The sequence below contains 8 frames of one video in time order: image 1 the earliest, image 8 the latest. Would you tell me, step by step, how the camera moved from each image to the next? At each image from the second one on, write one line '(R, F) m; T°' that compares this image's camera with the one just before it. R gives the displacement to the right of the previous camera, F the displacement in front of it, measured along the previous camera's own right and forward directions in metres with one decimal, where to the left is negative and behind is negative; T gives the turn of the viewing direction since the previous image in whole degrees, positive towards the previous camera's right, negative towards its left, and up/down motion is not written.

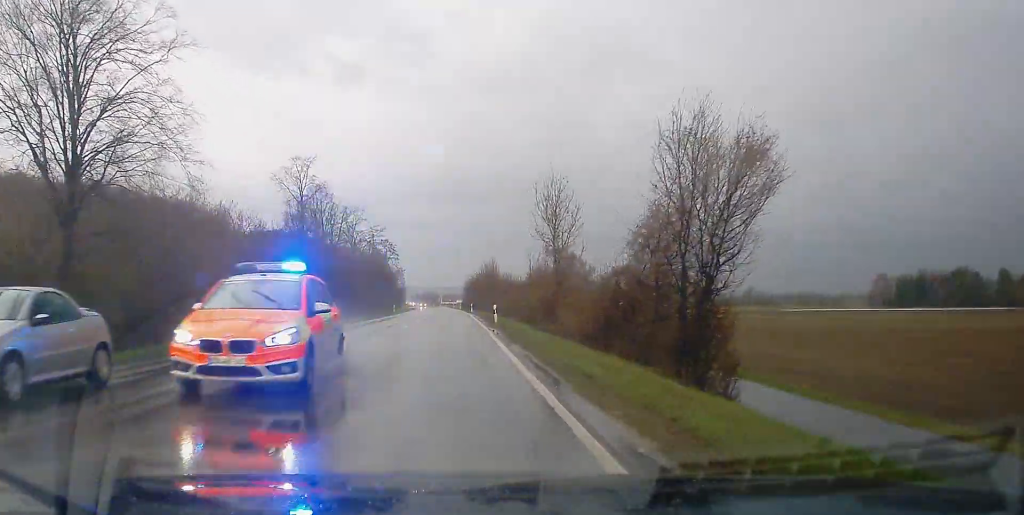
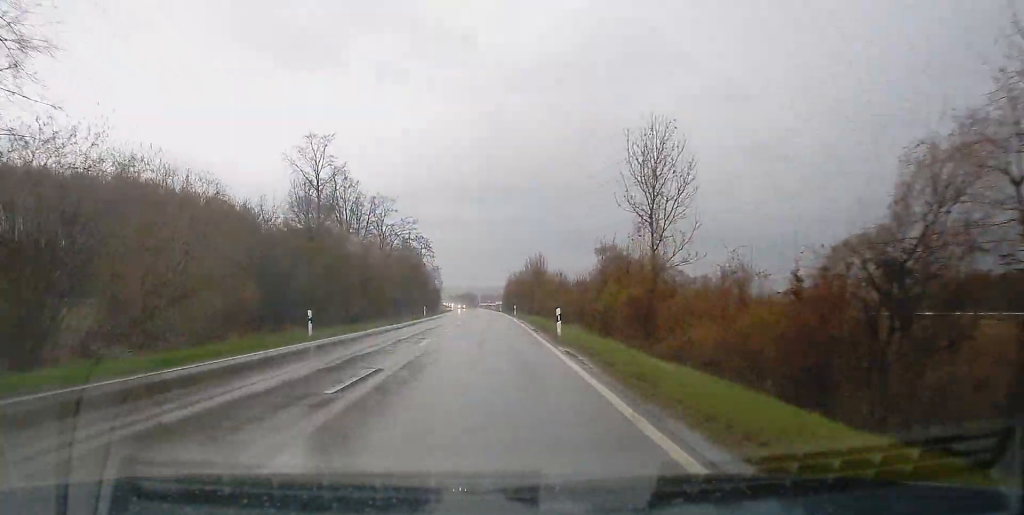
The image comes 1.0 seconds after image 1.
(-0.2, +16.1) m; 0°
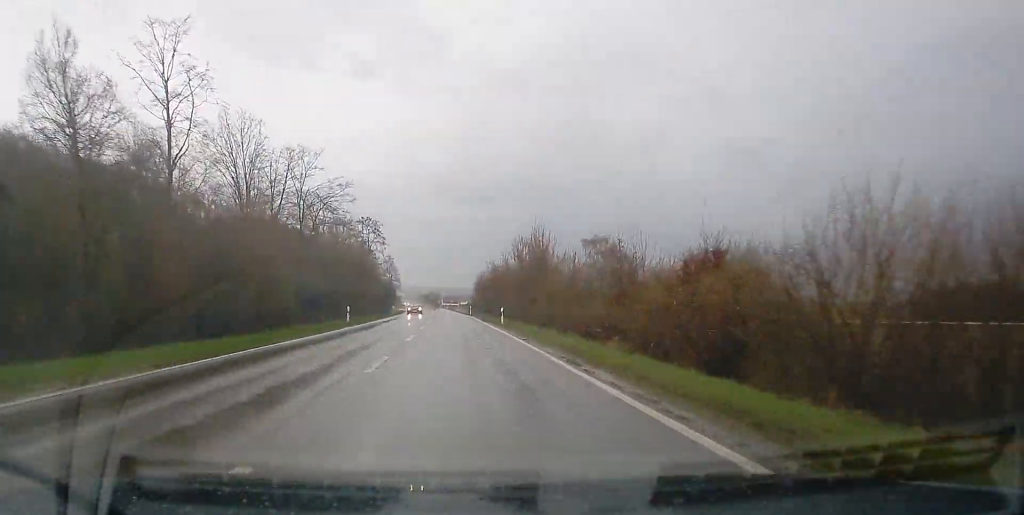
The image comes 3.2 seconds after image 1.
(0.0, +37.2) m; 0°
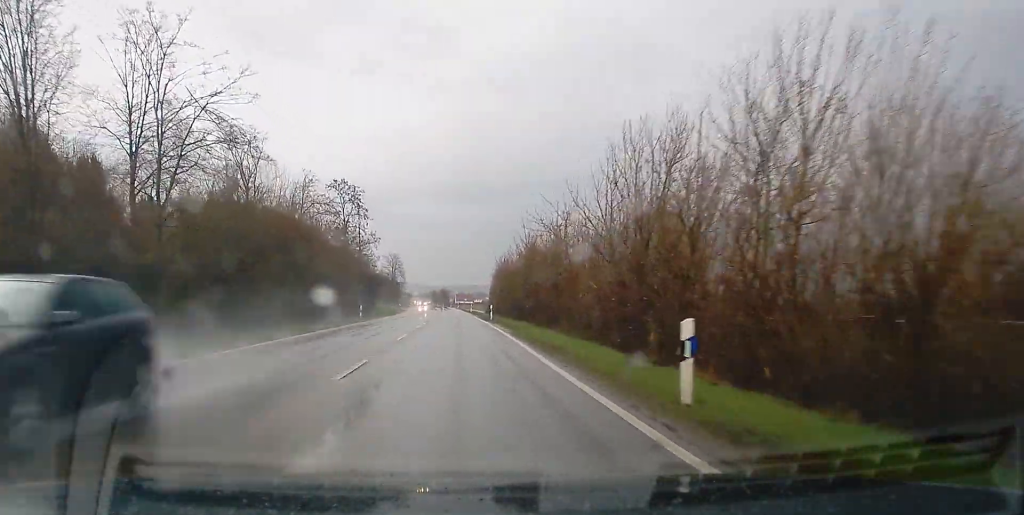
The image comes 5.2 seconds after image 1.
(+0.1, +37.4) m; 0°
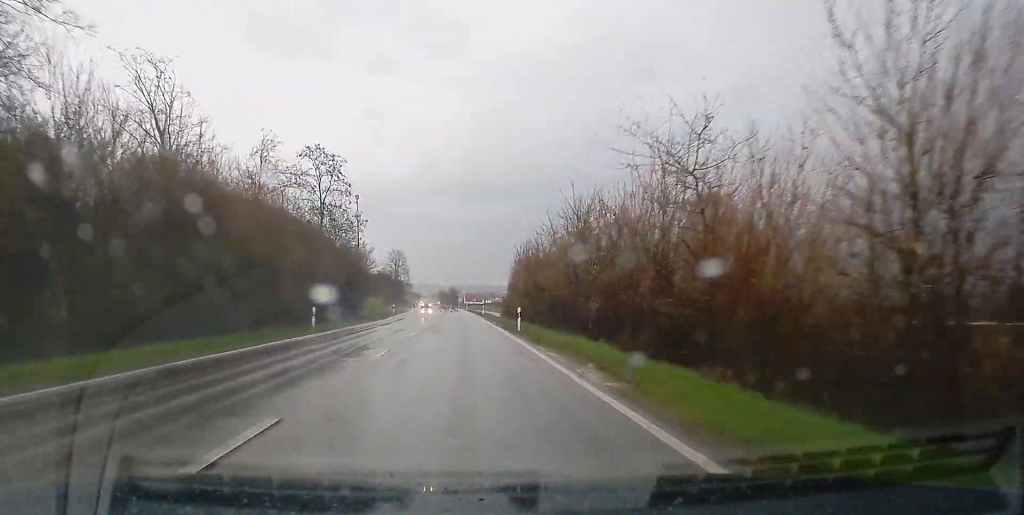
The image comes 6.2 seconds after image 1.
(0.0, +19.7) m; -1°
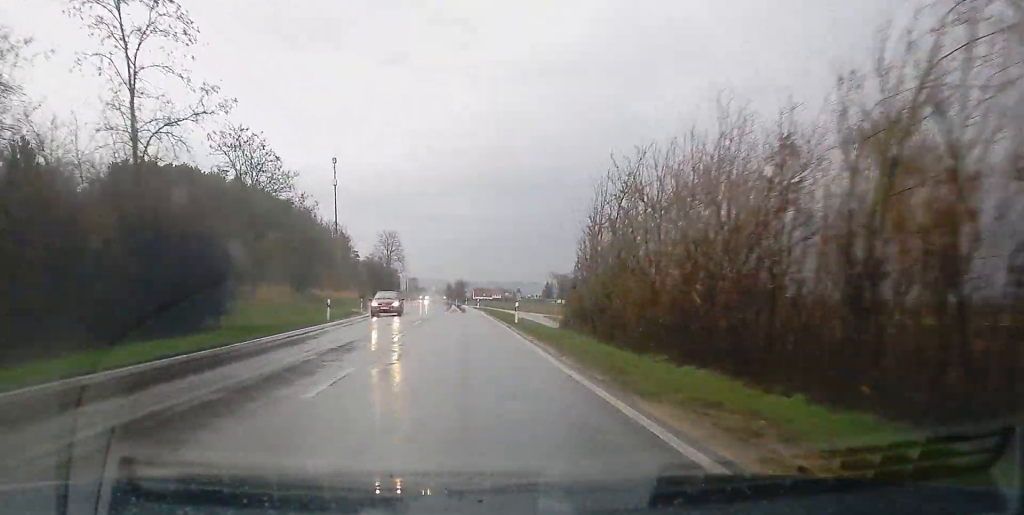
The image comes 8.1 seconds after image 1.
(-0.4, +41.1) m; -1°
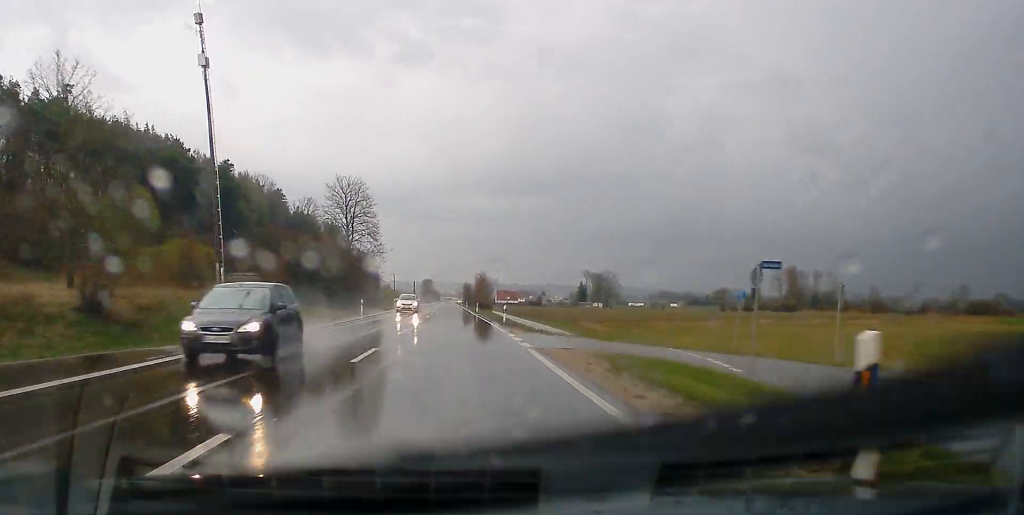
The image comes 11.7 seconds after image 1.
(-0.4, +77.7) m; -1°
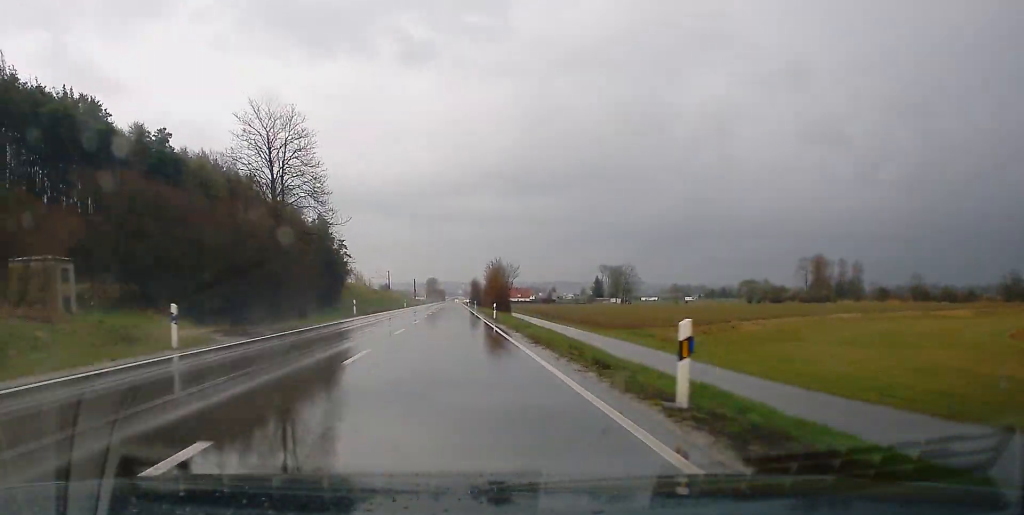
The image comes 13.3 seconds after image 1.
(0.0, +37.8) m; -1°
